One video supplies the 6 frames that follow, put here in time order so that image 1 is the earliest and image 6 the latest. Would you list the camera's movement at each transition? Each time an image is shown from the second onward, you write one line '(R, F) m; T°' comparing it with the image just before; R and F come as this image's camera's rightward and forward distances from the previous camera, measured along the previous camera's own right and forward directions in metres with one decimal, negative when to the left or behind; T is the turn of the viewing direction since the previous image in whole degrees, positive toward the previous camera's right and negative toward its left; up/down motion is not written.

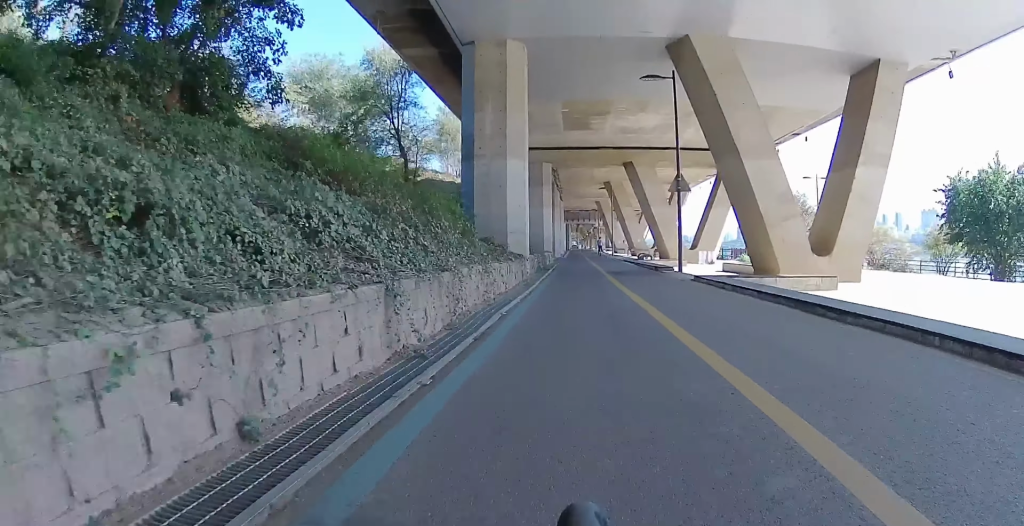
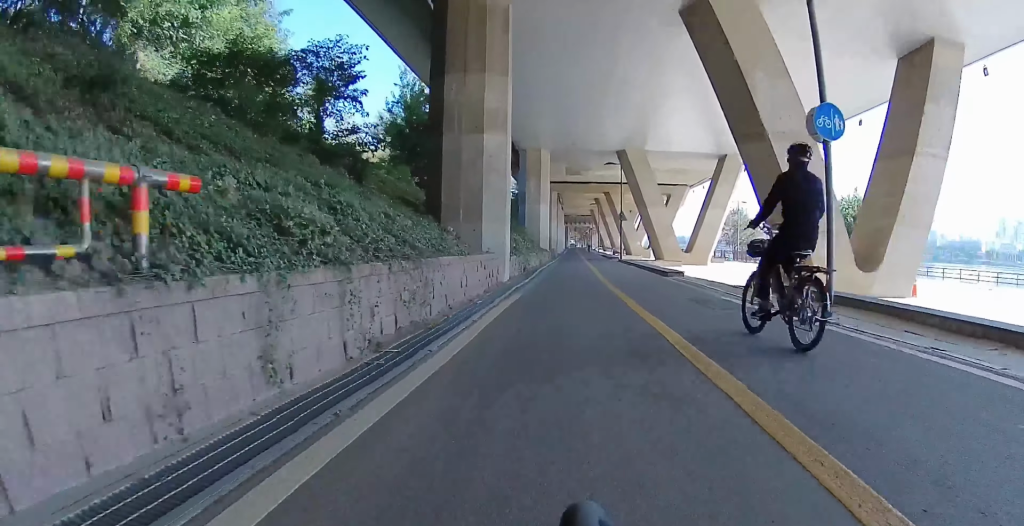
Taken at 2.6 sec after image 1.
(+1.8, +22.2) m; +6°
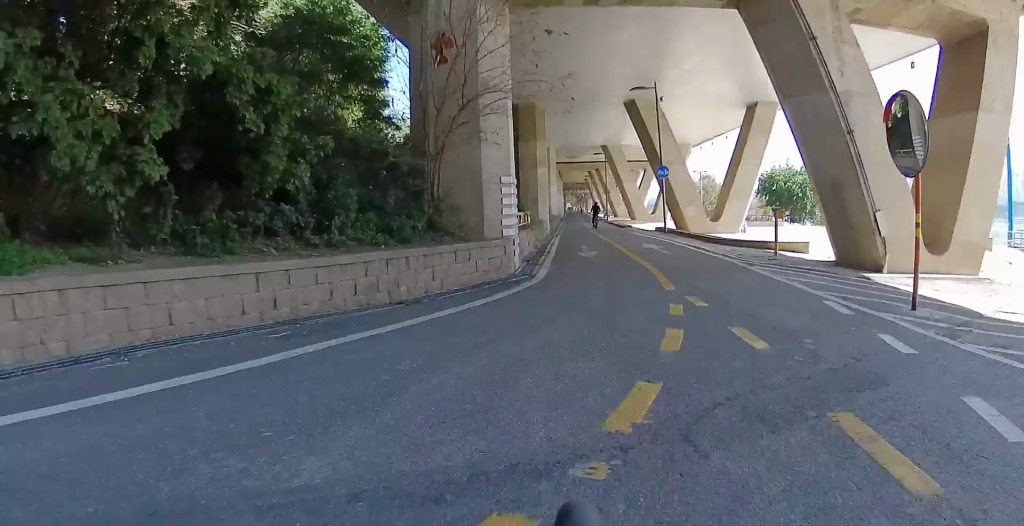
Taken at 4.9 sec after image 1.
(-0.4, +19.4) m; 0°
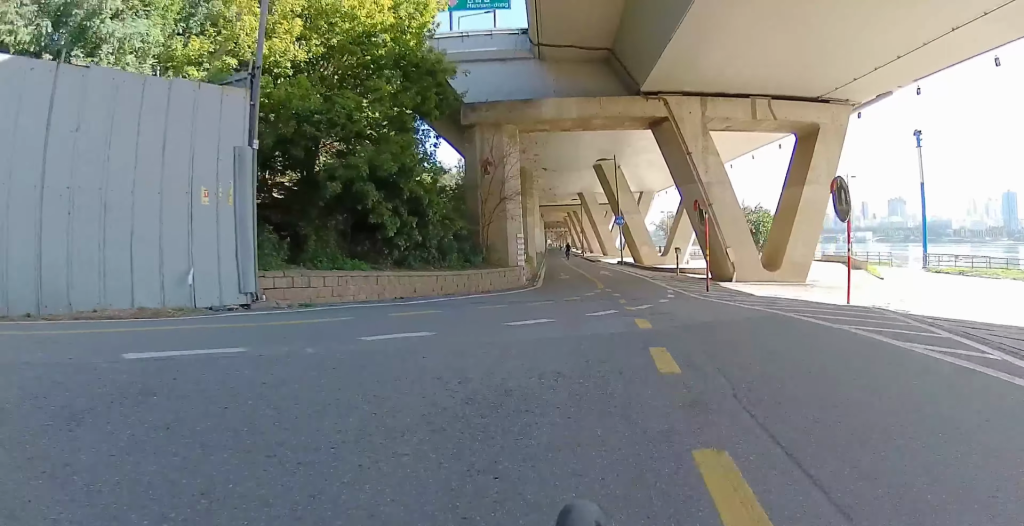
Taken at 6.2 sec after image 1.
(+0.1, +11.4) m; -1°
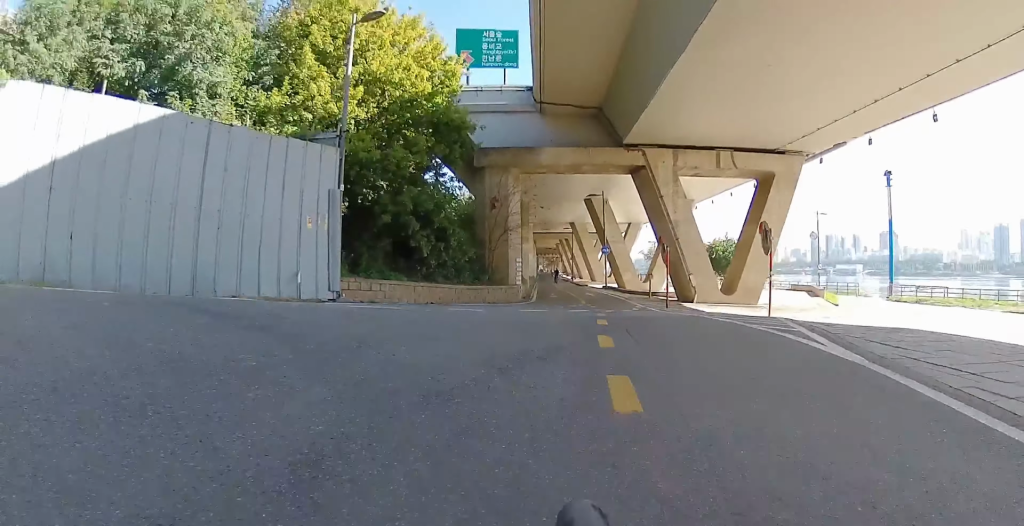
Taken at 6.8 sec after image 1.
(-0.2, +5.4) m; -1°
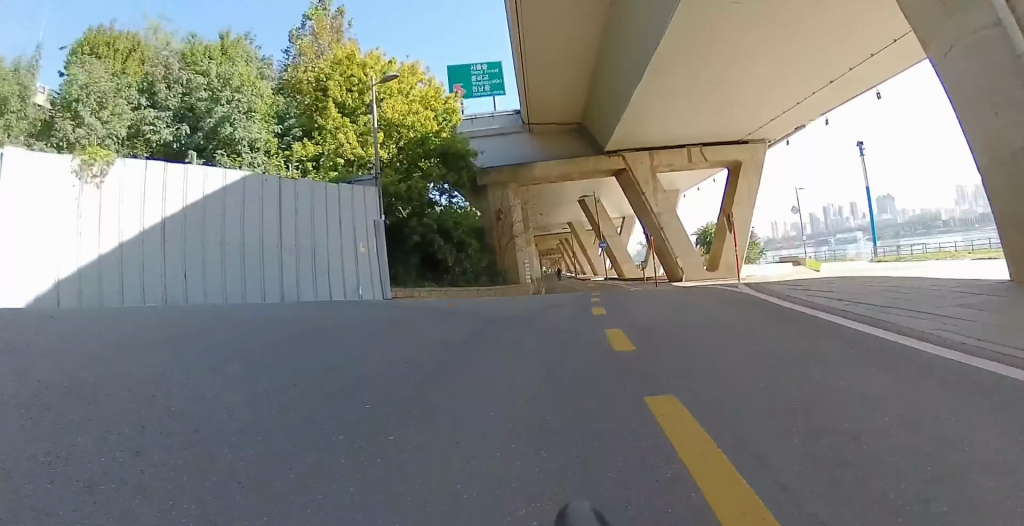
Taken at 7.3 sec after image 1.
(0.0, +4.5) m; 0°
